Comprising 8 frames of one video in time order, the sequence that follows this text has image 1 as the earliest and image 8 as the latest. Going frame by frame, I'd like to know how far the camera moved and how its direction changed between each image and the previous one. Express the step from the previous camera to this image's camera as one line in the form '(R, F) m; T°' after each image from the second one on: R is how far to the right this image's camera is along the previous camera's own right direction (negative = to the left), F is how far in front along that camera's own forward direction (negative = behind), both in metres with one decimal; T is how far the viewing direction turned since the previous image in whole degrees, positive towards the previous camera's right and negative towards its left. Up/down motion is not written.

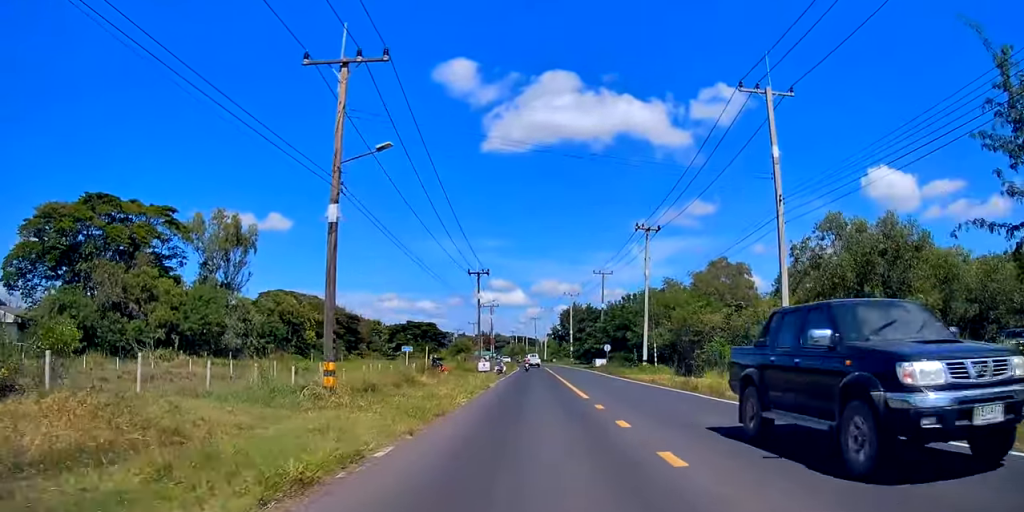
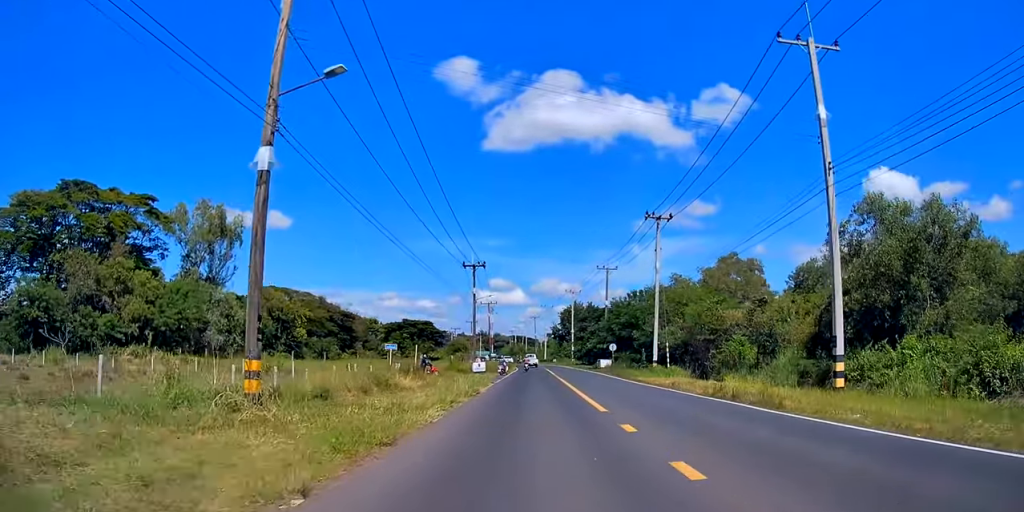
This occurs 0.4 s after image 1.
(0.0, +4.8) m; 0°
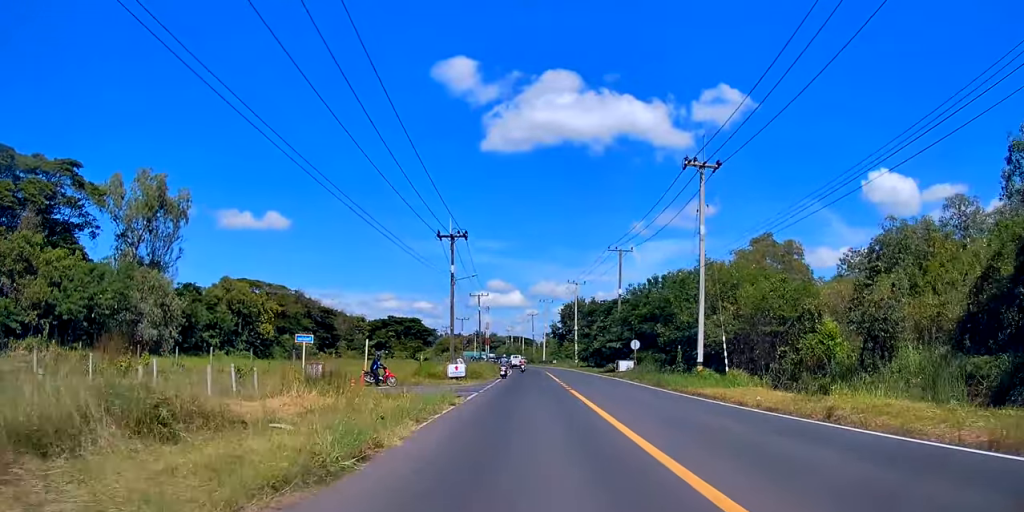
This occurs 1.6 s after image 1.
(+0.3, +14.5) m; 0°
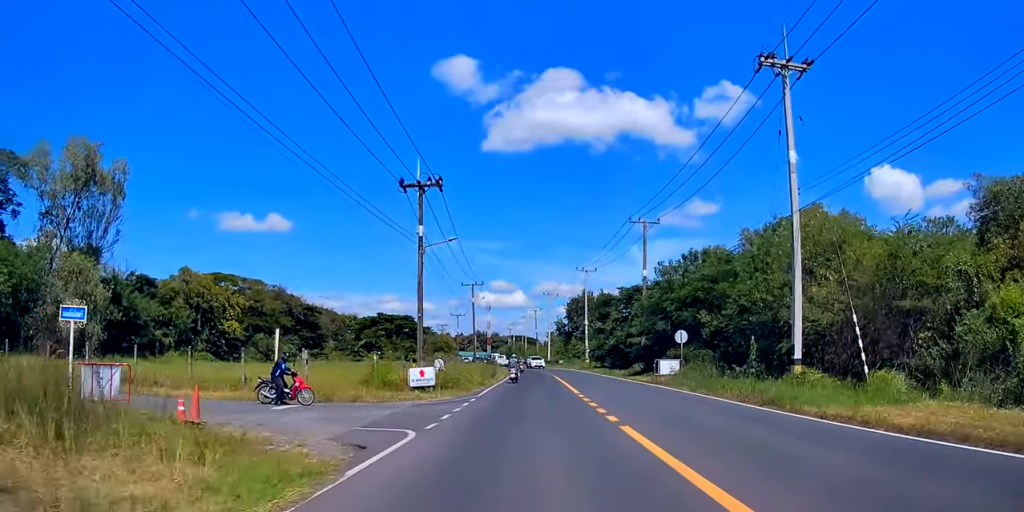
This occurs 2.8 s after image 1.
(-0.2, +13.0) m; -1°
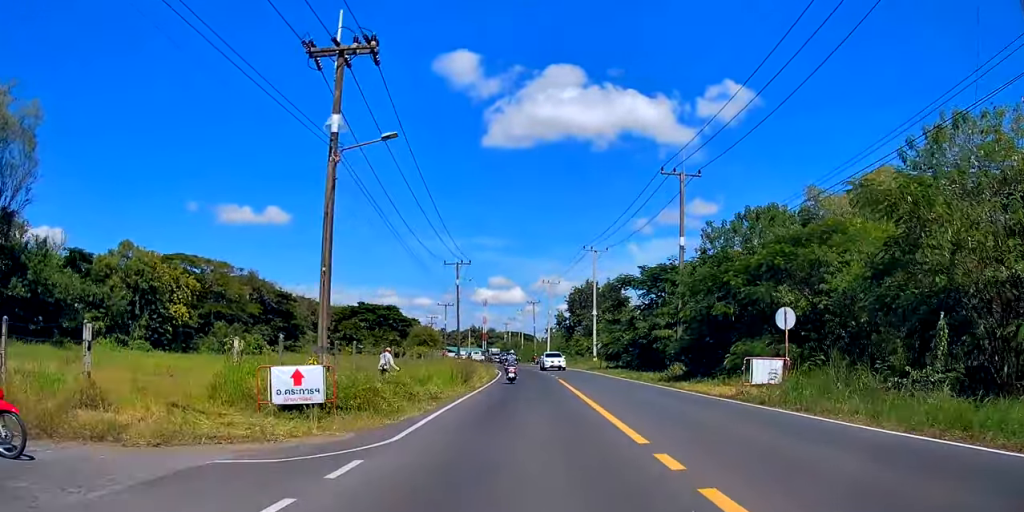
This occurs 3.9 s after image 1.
(+0.1, +13.1) m; 0°
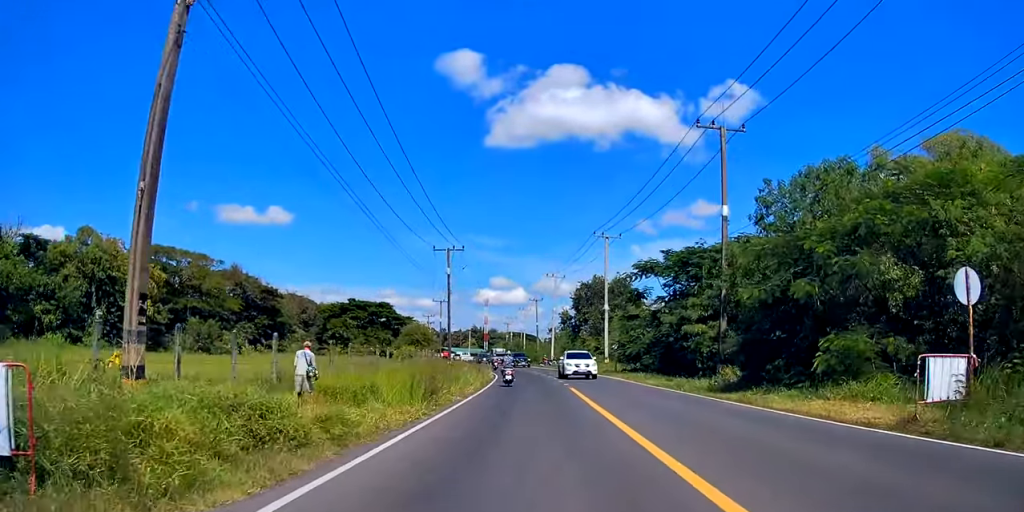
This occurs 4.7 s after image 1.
(0.0, +8.3) m; -1°
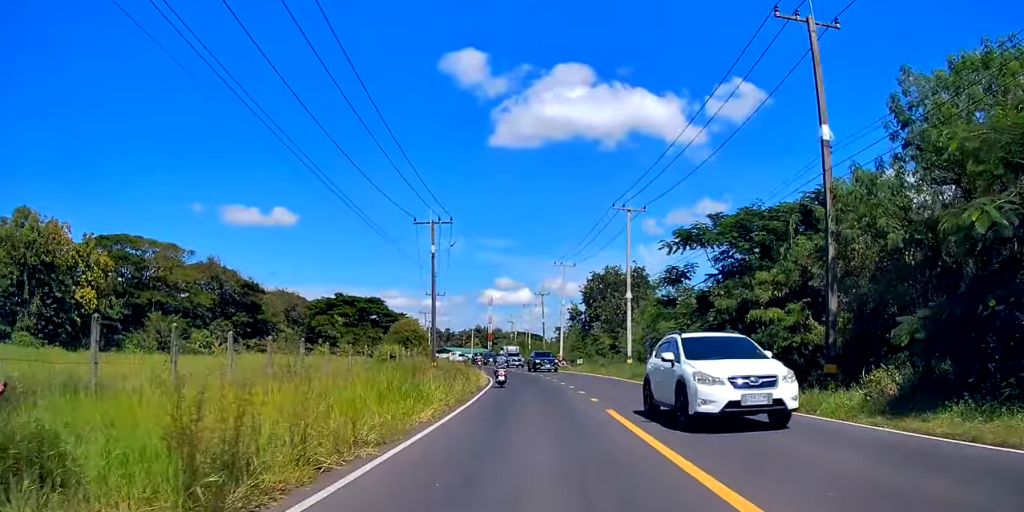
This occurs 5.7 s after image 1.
(-0.2, +10.9) m; -1°
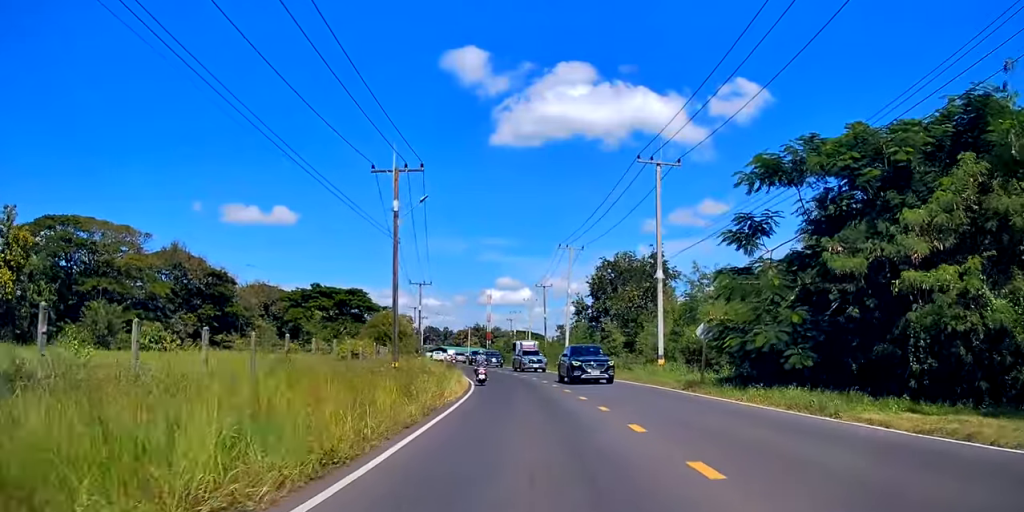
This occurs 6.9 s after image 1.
(-0.1, +11.8) m; -2°
